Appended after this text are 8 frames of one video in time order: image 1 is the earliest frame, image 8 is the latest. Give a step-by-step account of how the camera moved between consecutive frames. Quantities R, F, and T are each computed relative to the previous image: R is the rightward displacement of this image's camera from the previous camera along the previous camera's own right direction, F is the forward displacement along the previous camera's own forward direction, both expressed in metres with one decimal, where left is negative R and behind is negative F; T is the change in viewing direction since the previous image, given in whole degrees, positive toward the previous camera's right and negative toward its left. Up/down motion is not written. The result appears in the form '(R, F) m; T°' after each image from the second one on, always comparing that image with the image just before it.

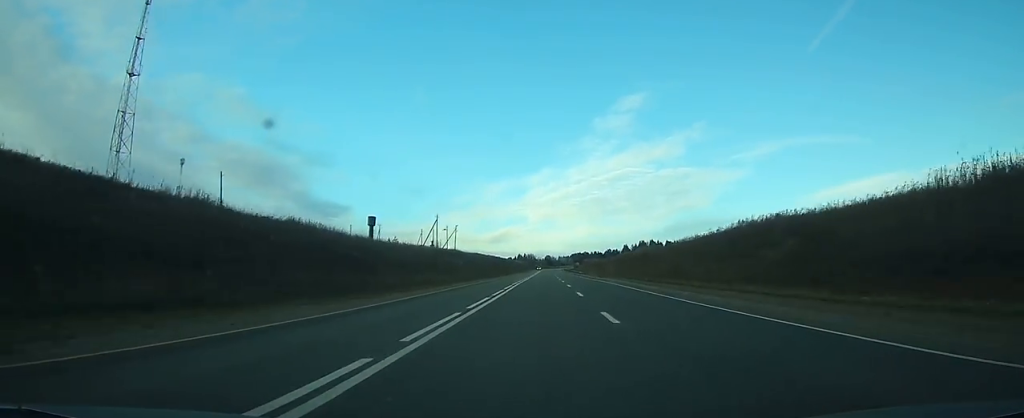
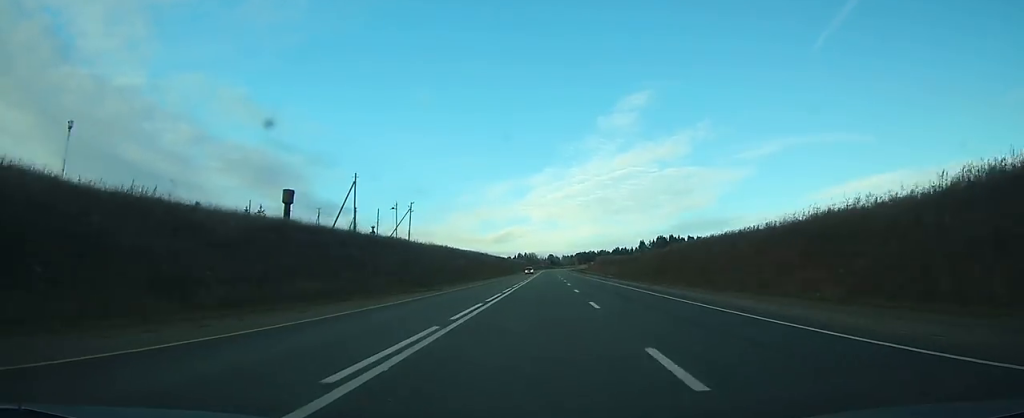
(-0.5, +66.8) m; 0°
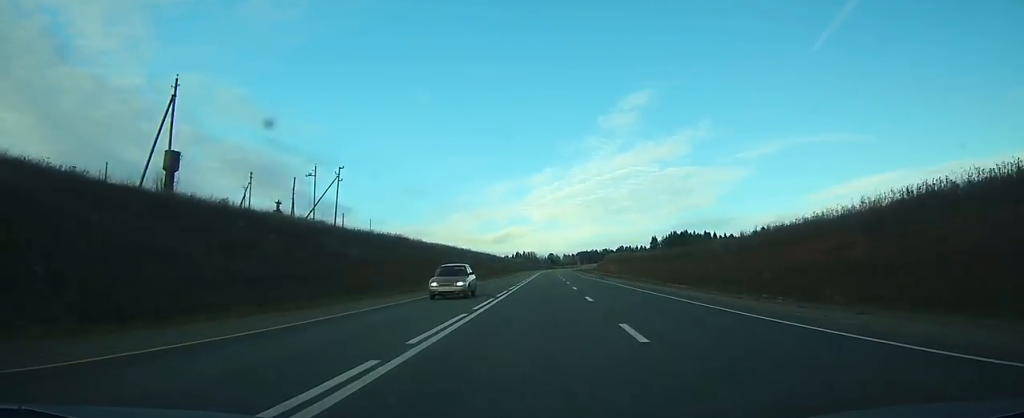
(+0.1, +44.0) m; 0°
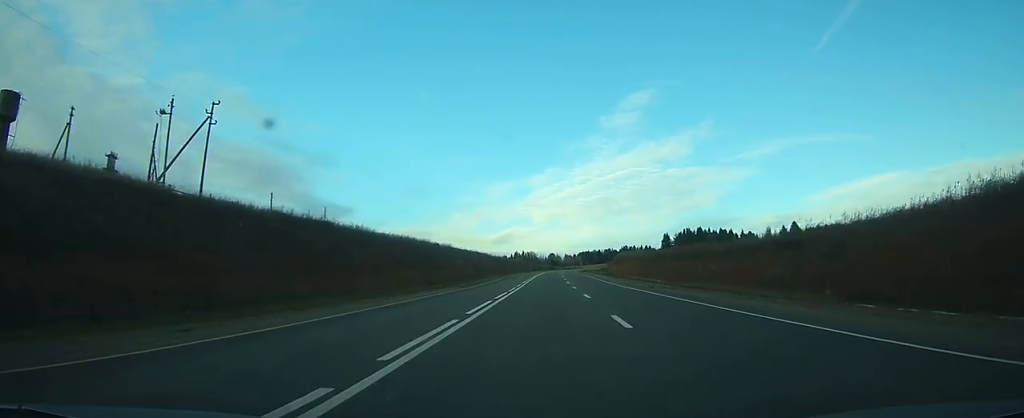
(+0.1, +33.5) m; 0°
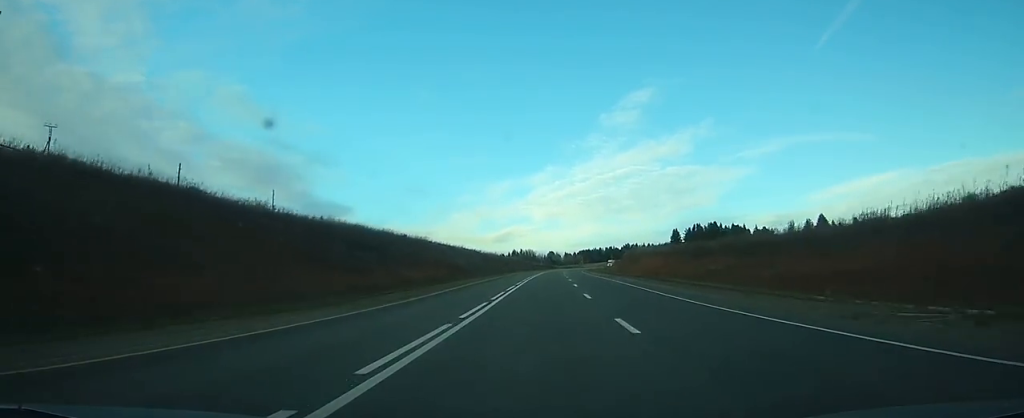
(0.0, +24.8) m; 0°
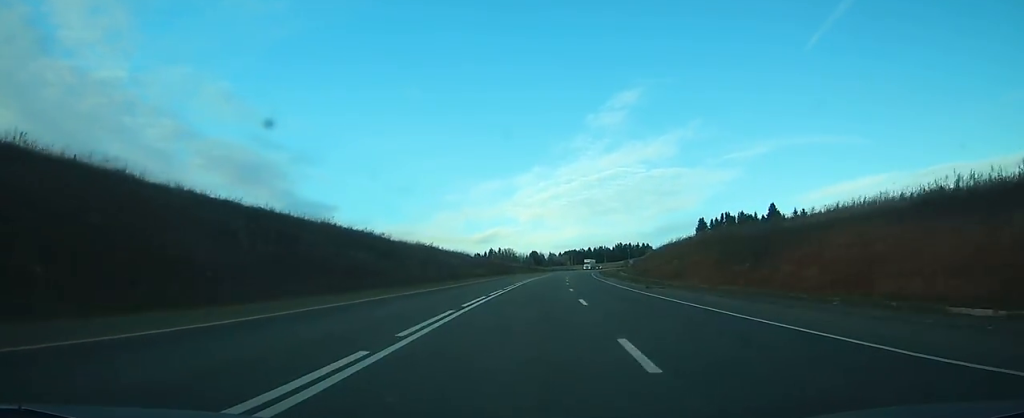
(+0.1, +76.1) m; +1°
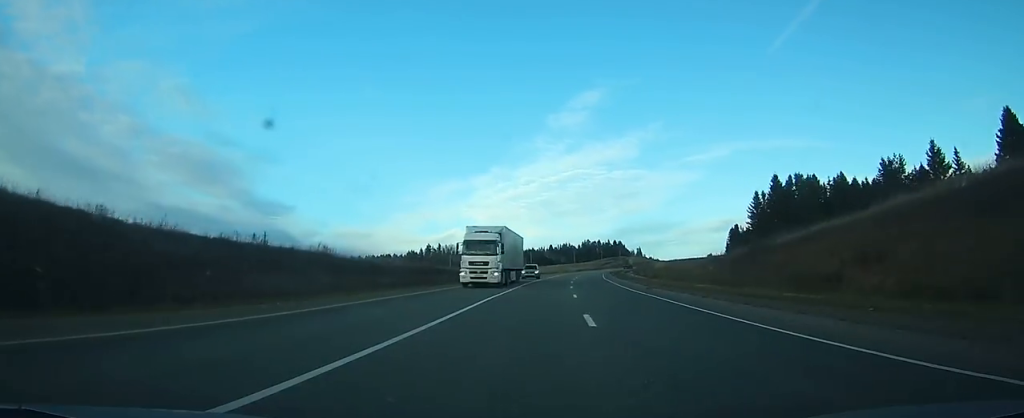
(+3.2, +102.2) m; +4°
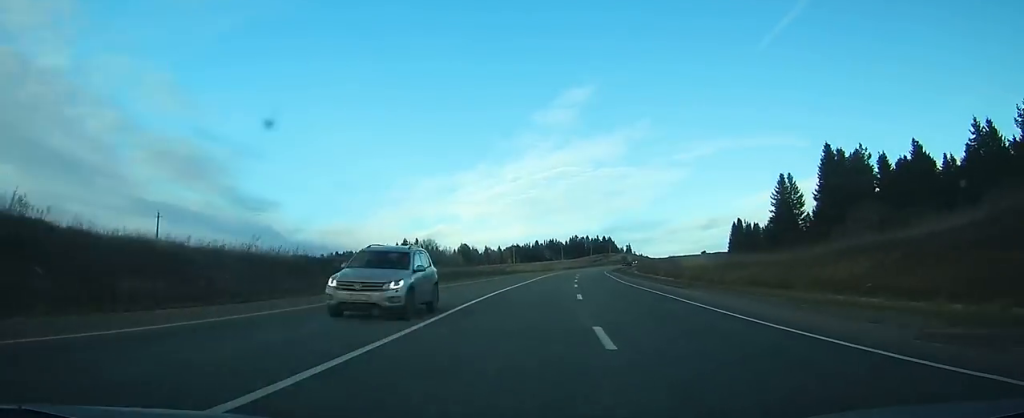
(+0.3, +28.0) m; +1°
